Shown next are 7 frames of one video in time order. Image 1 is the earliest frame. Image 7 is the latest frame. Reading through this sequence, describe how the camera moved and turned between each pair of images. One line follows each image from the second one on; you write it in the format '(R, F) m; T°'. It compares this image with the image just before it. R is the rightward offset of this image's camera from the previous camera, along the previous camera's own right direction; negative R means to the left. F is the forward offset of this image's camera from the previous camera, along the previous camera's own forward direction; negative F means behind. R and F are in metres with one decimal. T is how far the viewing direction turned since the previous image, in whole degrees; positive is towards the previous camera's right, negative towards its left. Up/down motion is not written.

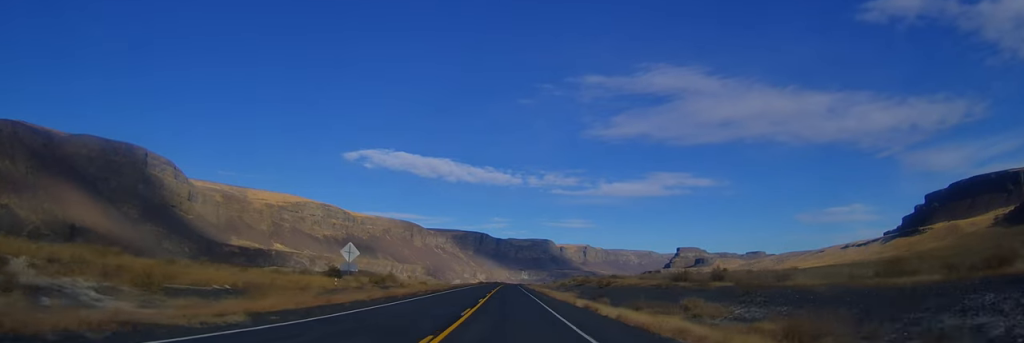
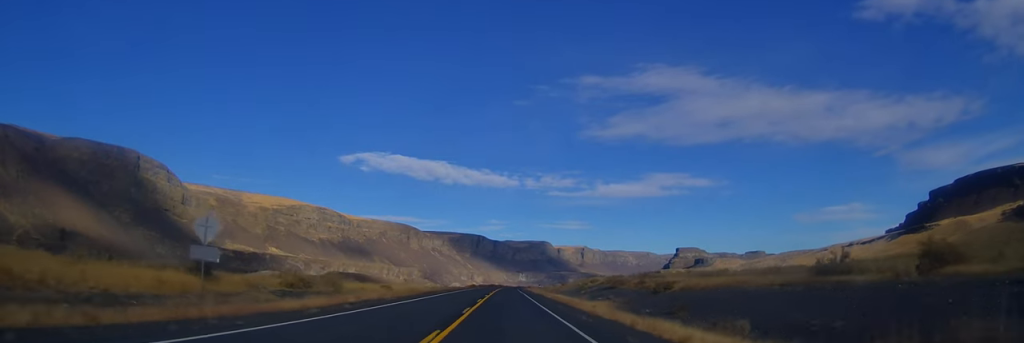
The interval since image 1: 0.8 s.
(-0.1, +22.9) m; 0°
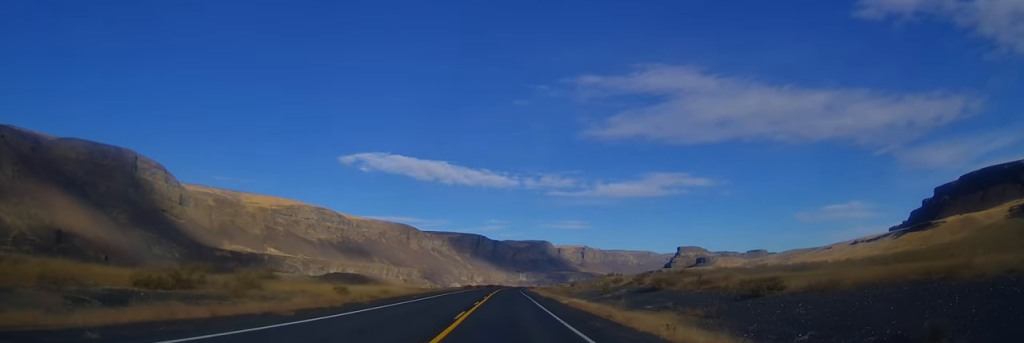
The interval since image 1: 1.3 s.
(-0.1, +15.3) m; 0°
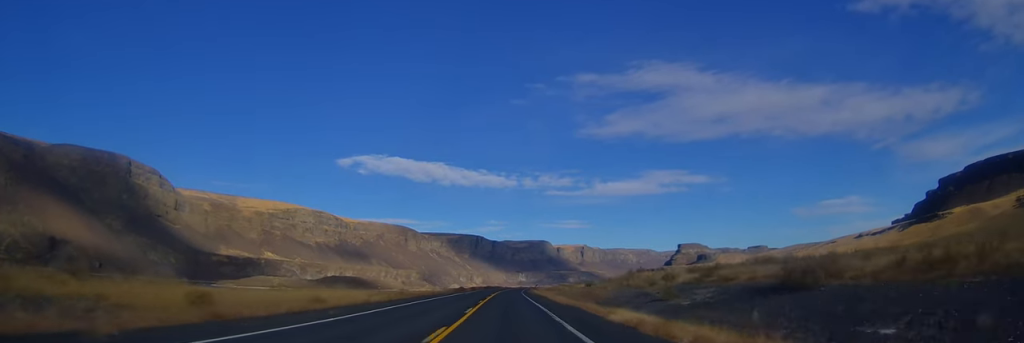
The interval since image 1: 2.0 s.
(0.0, +19.2) m; 0°
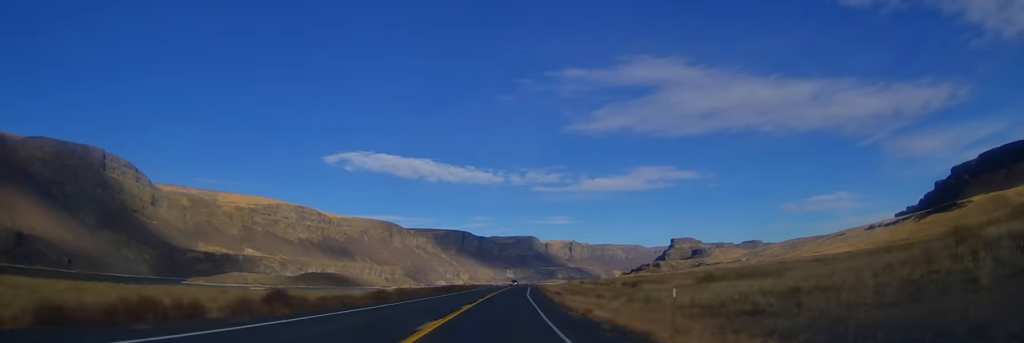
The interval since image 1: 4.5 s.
(-0.1, +70.9) m; 0°
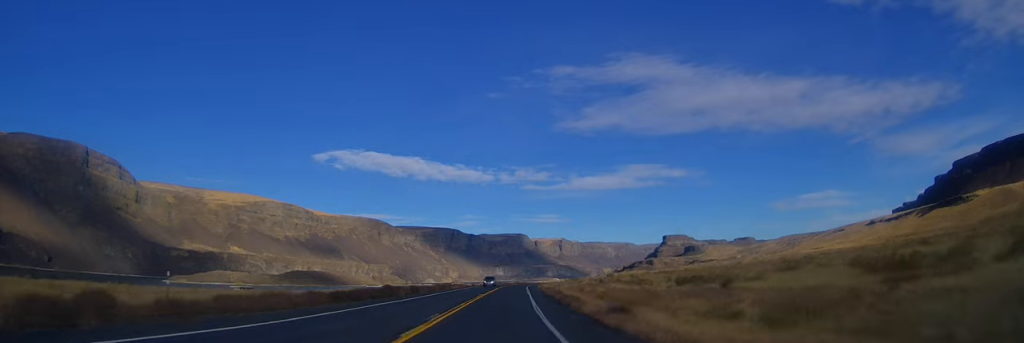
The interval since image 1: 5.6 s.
(-0.2, +33.6) m; 0°
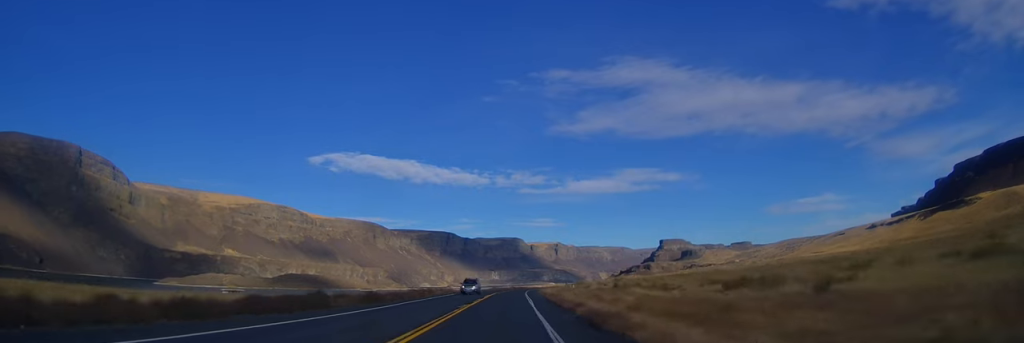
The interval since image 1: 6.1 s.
(+0.1, +13.4) m; +1°
